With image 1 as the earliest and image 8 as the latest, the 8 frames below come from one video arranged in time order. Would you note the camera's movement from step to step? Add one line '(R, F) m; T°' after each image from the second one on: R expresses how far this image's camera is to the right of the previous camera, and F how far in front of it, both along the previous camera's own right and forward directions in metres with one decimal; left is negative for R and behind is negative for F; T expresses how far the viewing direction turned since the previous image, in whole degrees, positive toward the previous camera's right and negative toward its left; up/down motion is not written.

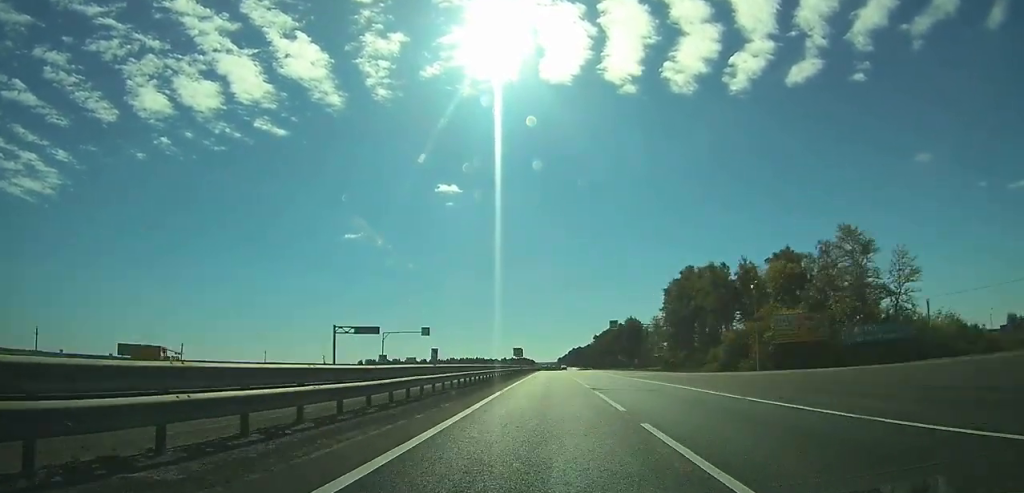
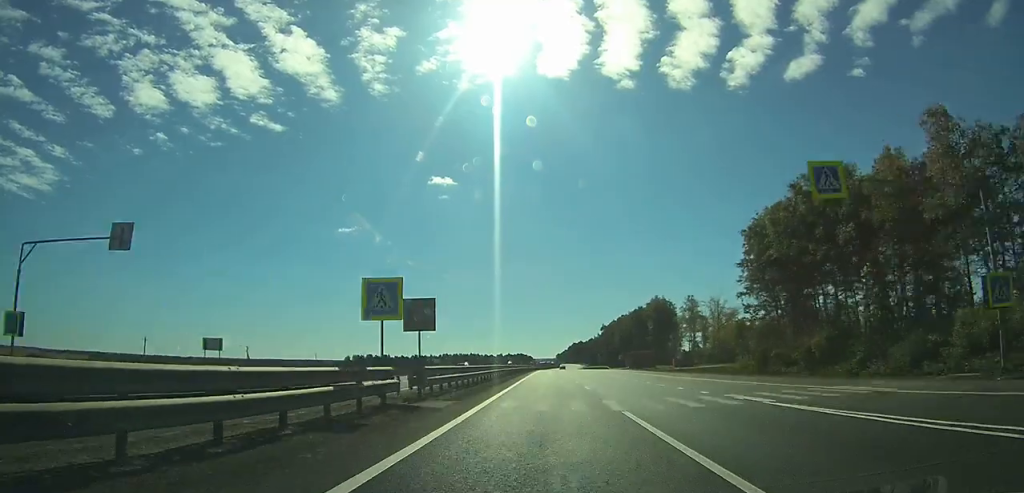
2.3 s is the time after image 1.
(-0.1, +62.7) m; 0°
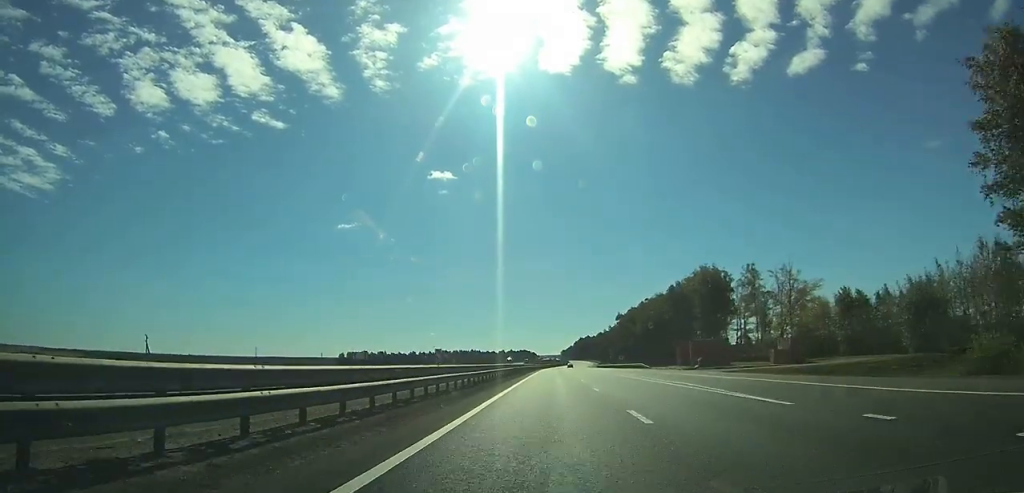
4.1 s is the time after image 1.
(0.0, +51.4) m; 0°
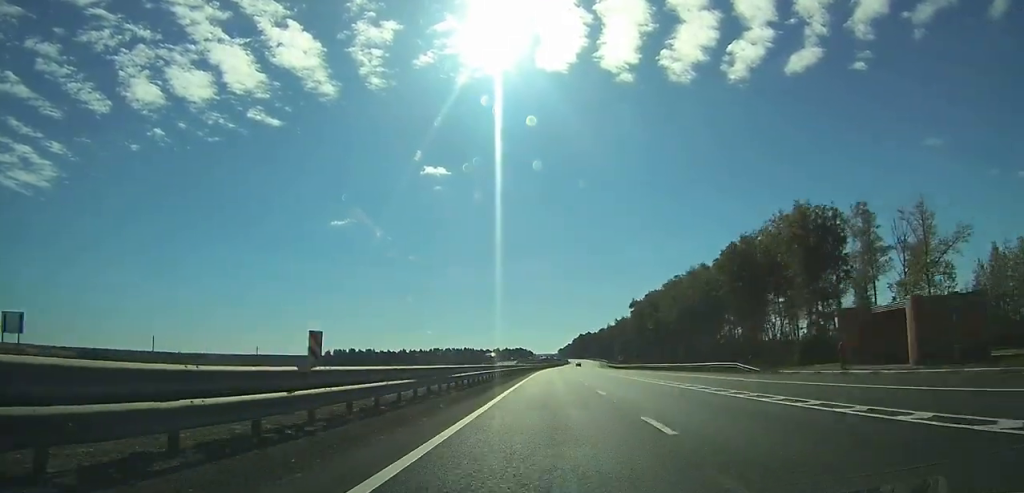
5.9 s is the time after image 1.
(0.0, +49.5) m; 0°
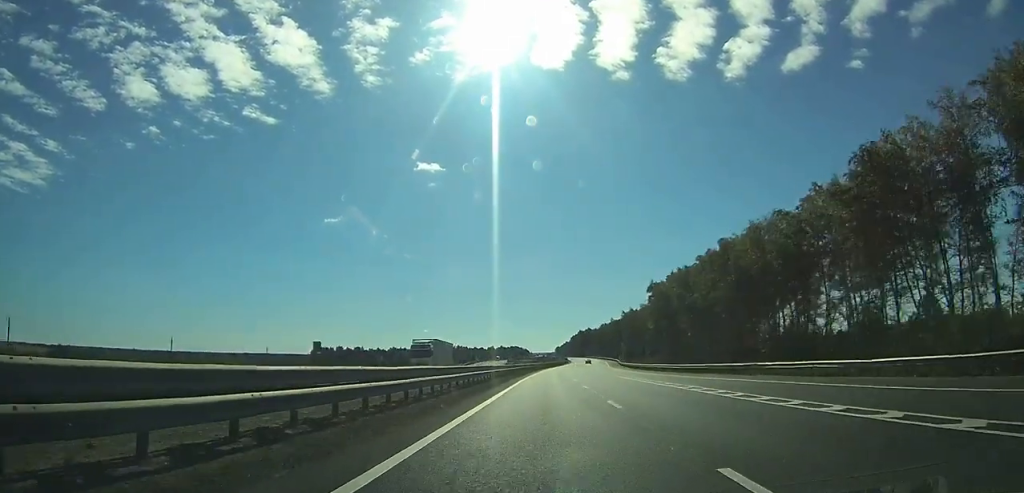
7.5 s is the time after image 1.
(+0.1, +42.2) m; 0°
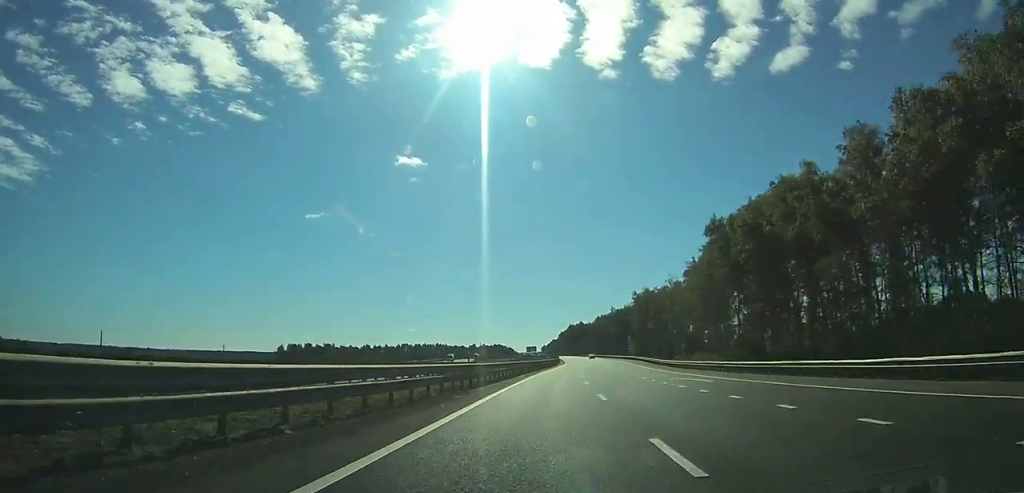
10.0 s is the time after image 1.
(+0.3, +69.5) m; +1°
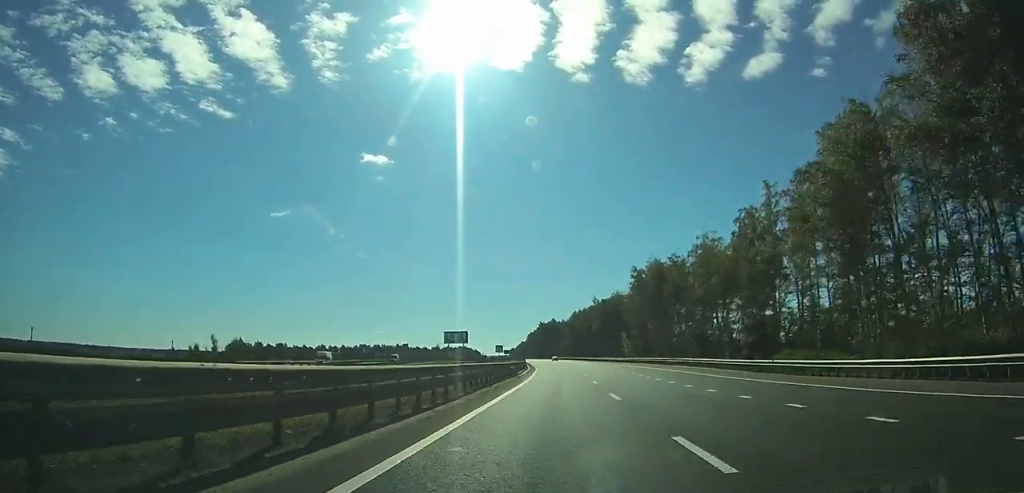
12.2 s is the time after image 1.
(+1.1, +60.2) m; +2°
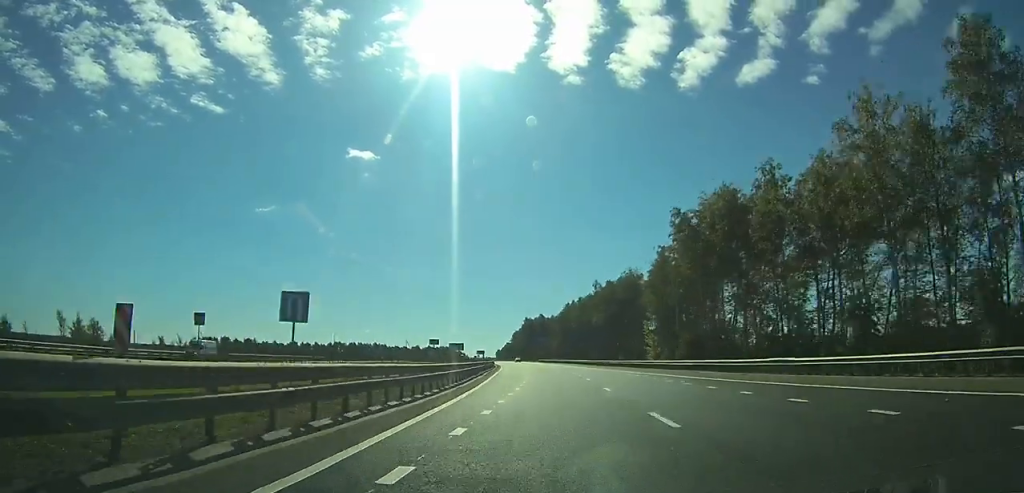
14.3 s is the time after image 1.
(+1.1, +56.1) m; +1°
